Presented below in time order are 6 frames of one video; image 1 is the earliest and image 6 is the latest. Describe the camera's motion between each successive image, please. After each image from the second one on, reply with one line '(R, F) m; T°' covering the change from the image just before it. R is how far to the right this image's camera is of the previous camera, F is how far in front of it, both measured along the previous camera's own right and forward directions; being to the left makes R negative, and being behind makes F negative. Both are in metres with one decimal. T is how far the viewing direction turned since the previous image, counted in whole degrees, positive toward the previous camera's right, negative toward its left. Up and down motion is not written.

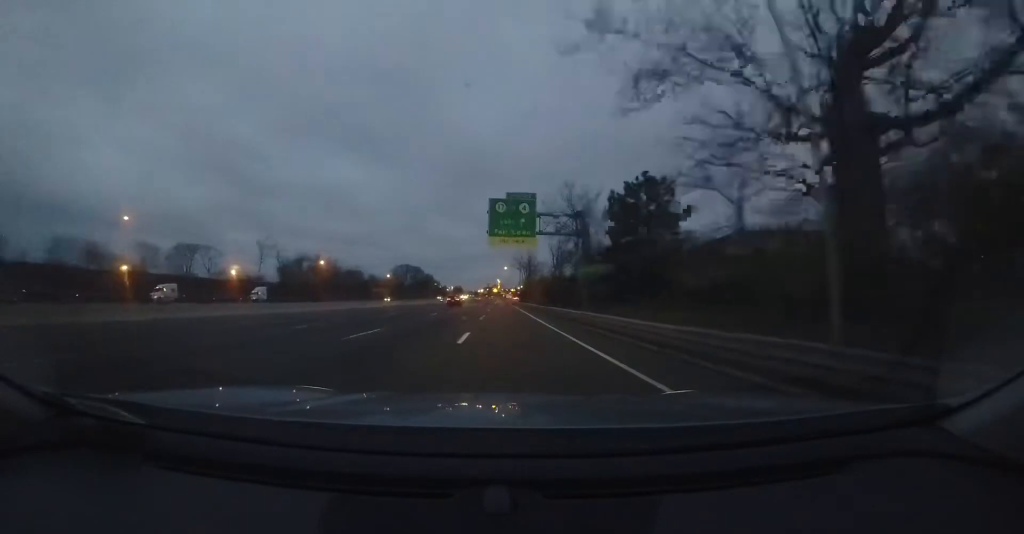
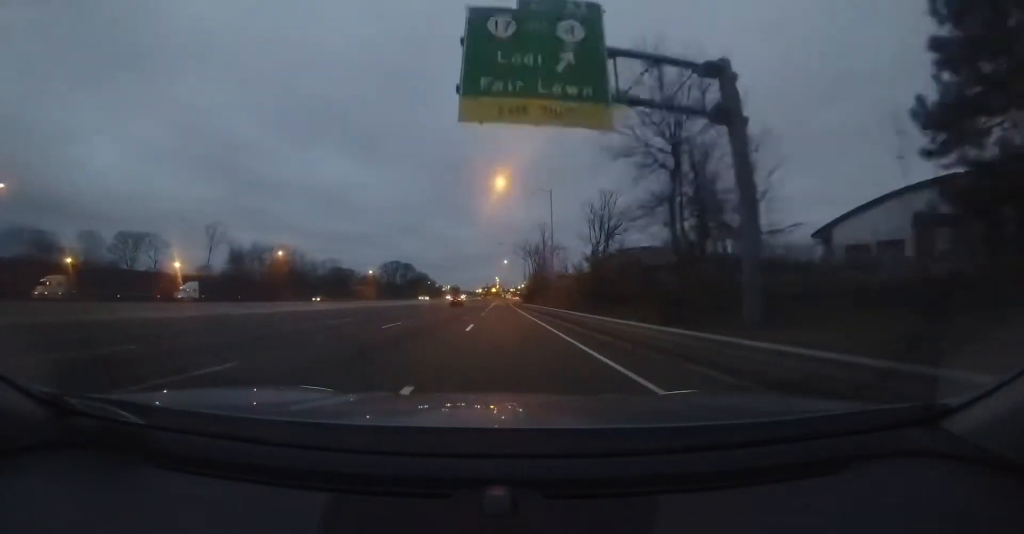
(+0.1, +20.2) m; 0°
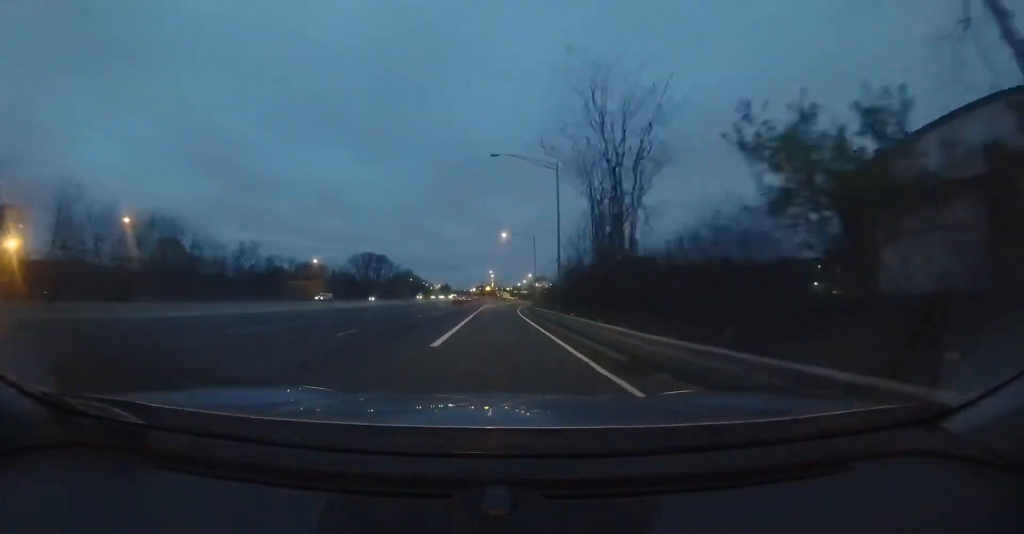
(+0.2, +39.3) m; +1°
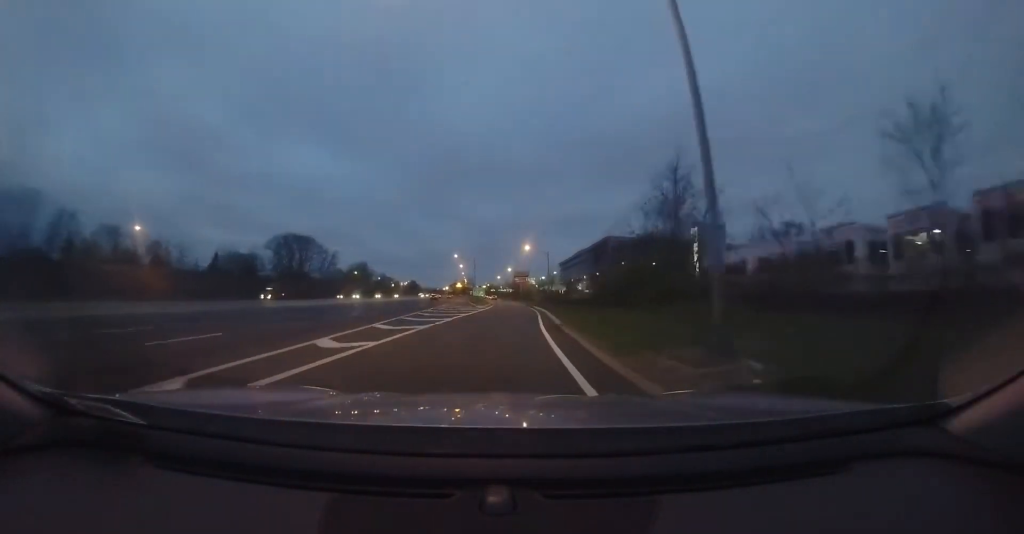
(+2.5, +49.4) m; +5°
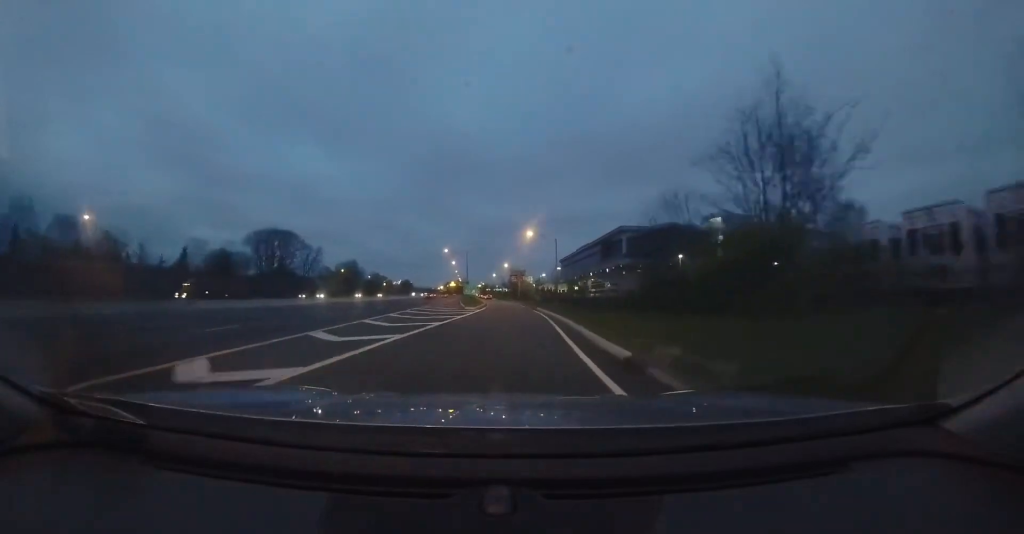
(0.0, +9.1) m; 0°
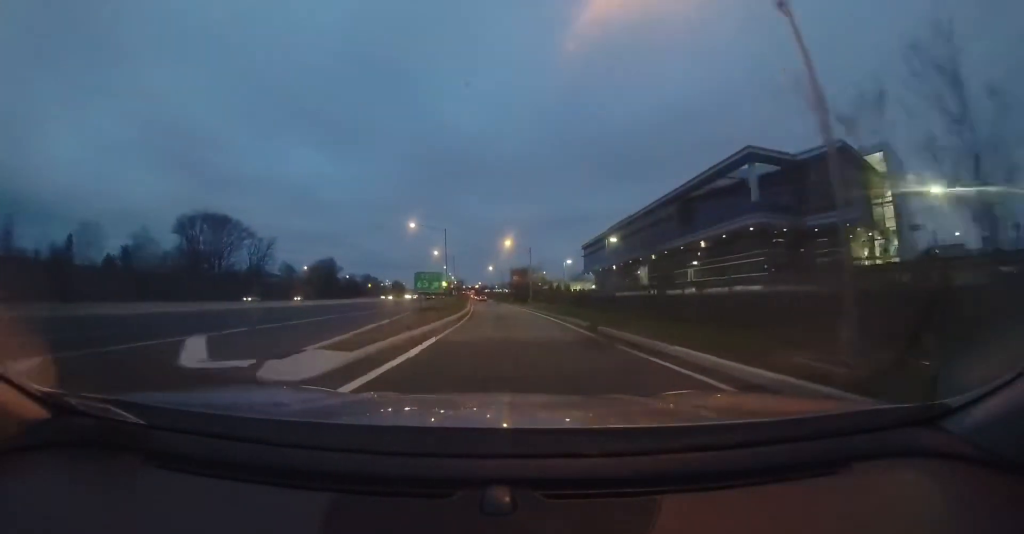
(0.0, +29.6) m; -1°
